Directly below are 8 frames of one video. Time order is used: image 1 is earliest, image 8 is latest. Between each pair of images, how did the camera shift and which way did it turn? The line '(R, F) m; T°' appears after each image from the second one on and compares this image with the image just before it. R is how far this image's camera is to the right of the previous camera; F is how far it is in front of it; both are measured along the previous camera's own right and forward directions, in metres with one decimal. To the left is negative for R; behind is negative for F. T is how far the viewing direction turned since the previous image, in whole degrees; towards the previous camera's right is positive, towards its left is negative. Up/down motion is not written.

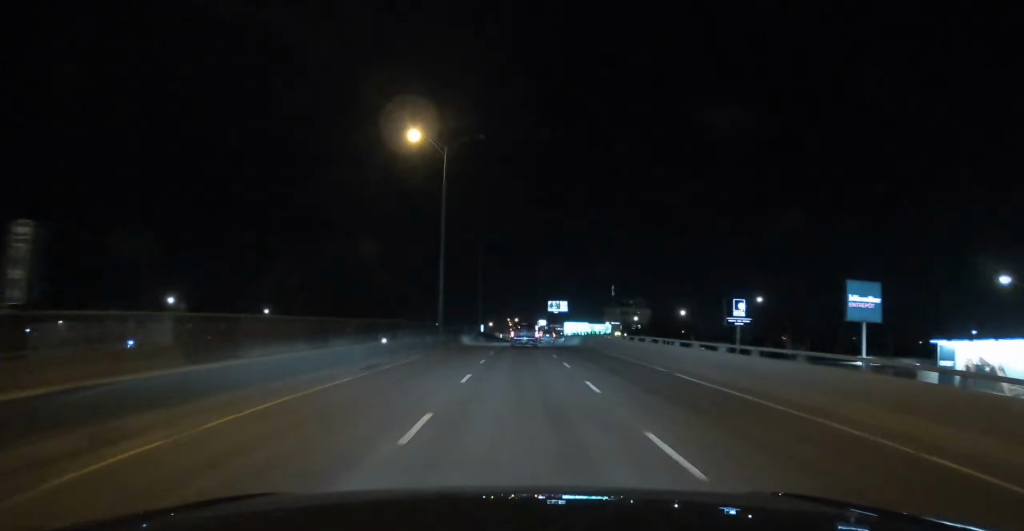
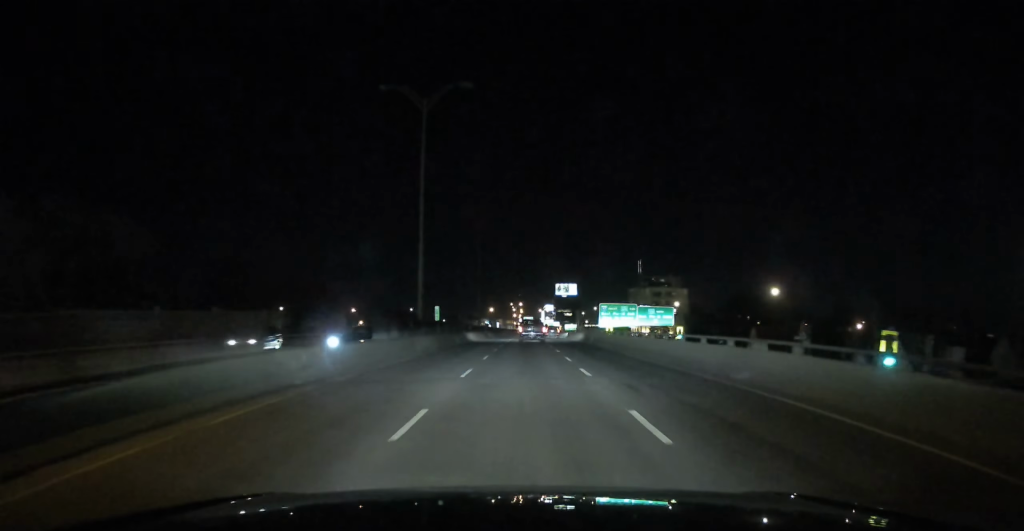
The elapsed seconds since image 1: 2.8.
(0.0, +62.8) m; 0°
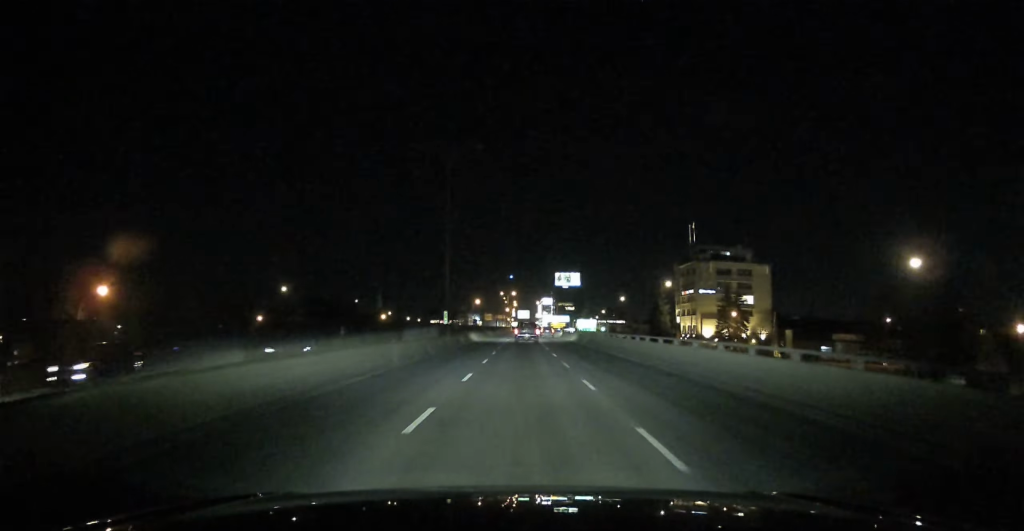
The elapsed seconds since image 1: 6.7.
(+0.7, +89.5) m; 0°
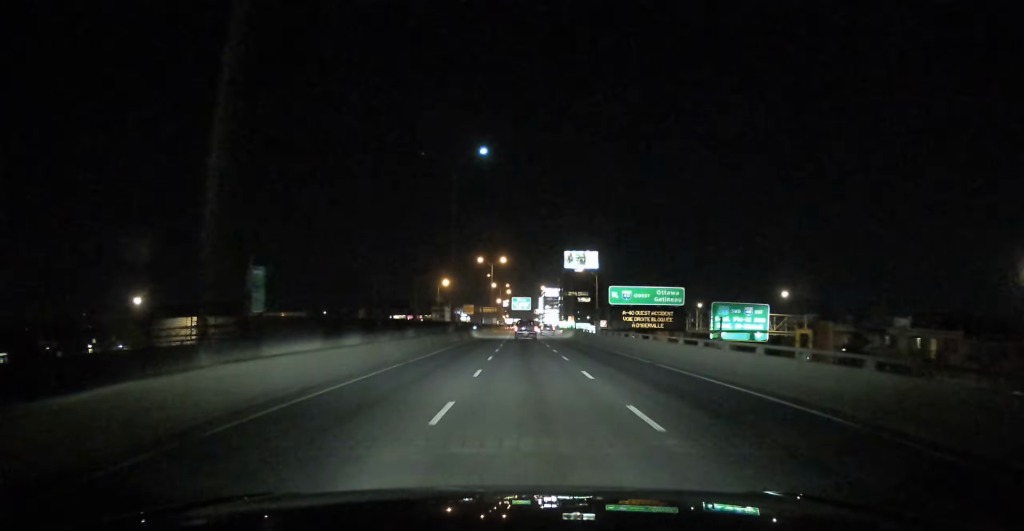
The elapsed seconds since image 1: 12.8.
(-0.4, +145.5) m; 0°
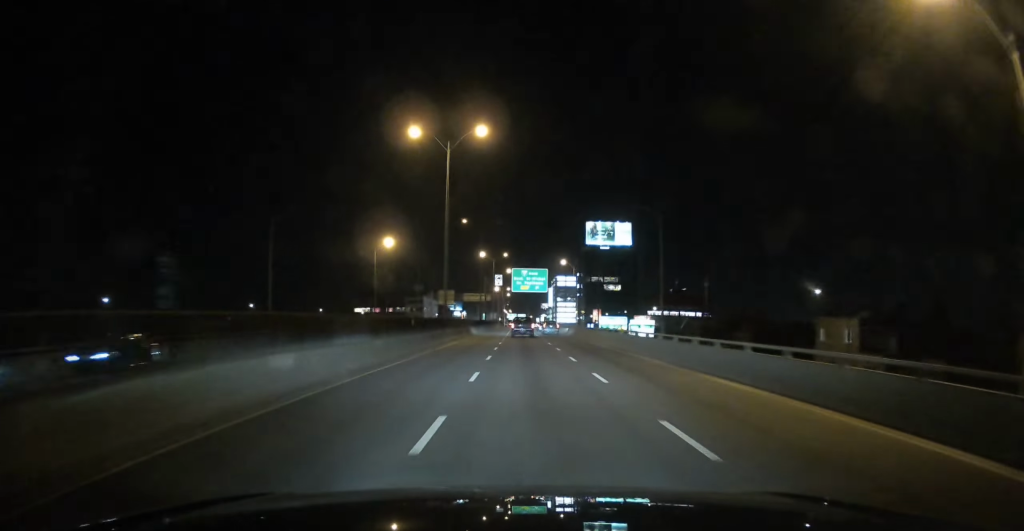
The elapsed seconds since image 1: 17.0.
(0.0, +103.7) m; 0°
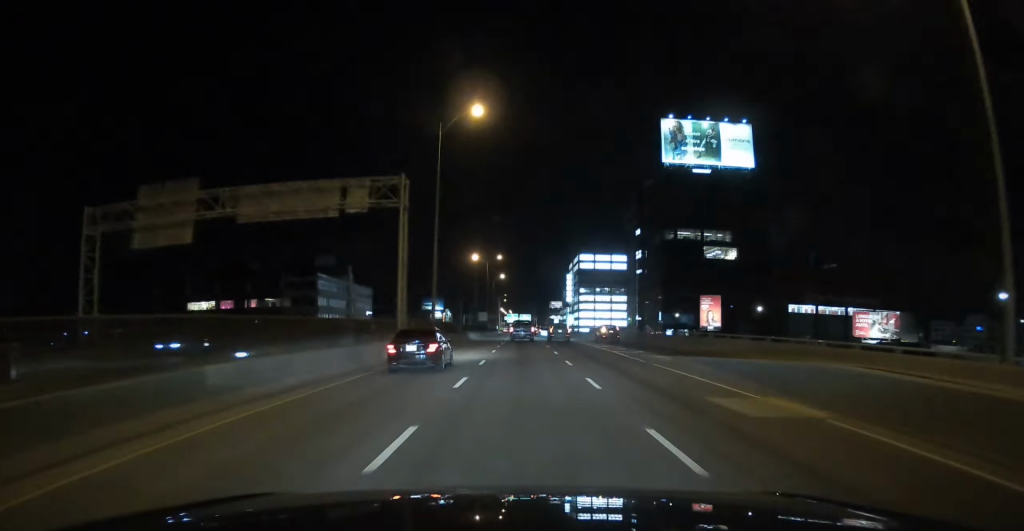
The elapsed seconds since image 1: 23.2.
(-0.5, +154.1) m; -1°
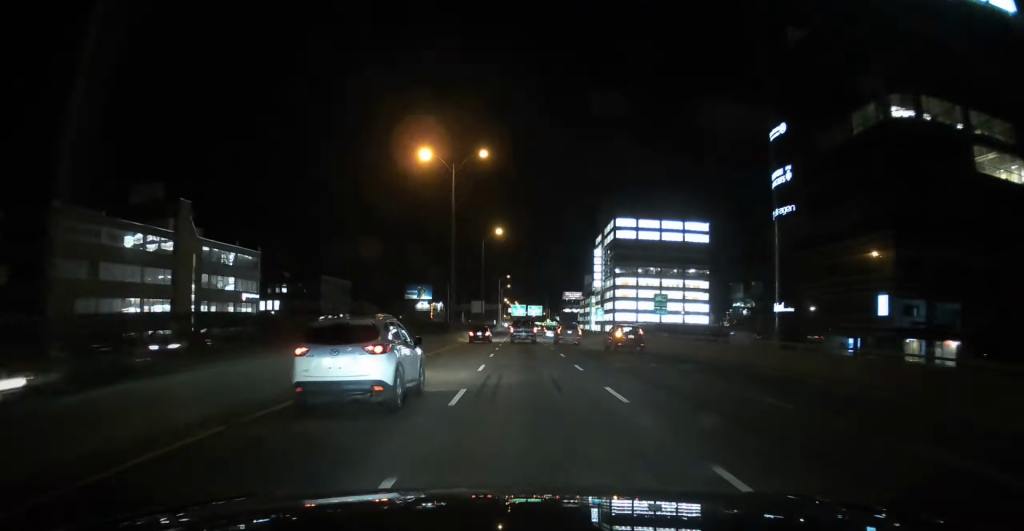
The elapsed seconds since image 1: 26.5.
(-0.3, +84.5) m; 0°
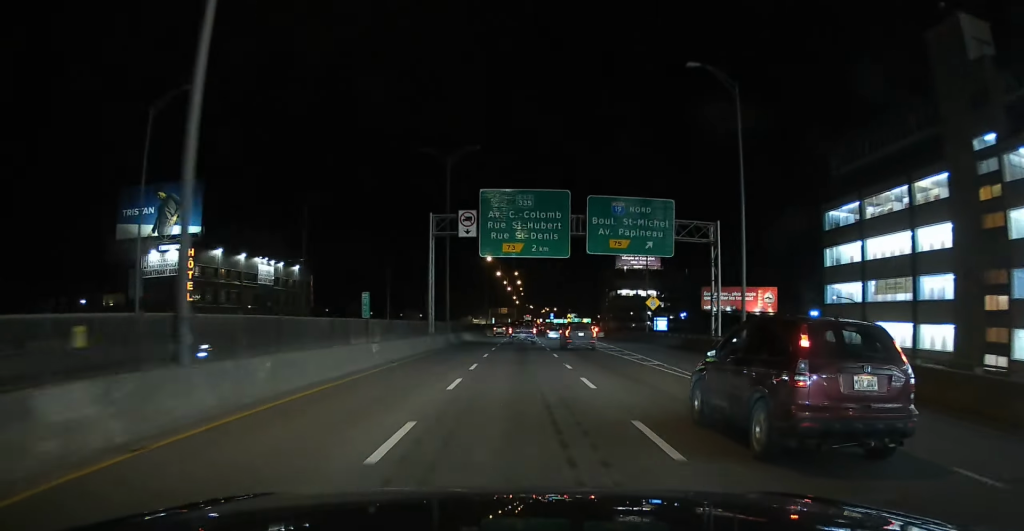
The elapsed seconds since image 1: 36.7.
(-1.1, +245.6) m; 0°
